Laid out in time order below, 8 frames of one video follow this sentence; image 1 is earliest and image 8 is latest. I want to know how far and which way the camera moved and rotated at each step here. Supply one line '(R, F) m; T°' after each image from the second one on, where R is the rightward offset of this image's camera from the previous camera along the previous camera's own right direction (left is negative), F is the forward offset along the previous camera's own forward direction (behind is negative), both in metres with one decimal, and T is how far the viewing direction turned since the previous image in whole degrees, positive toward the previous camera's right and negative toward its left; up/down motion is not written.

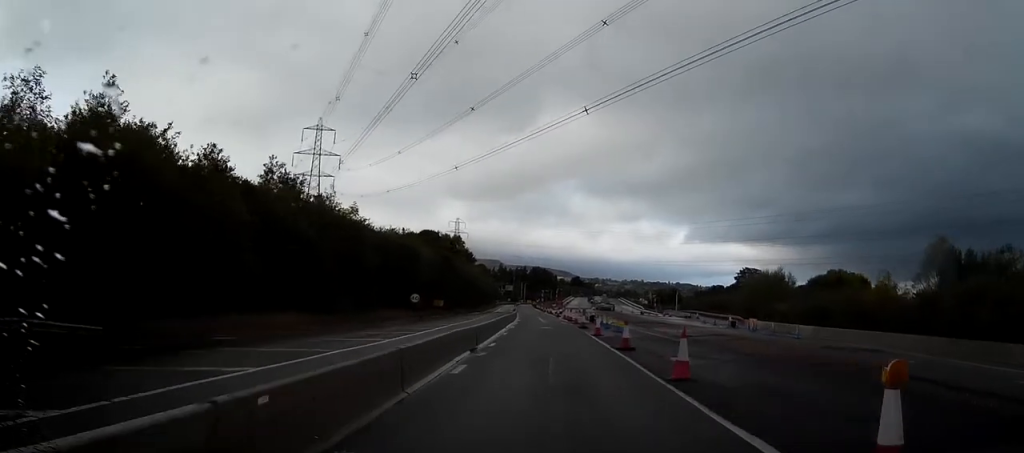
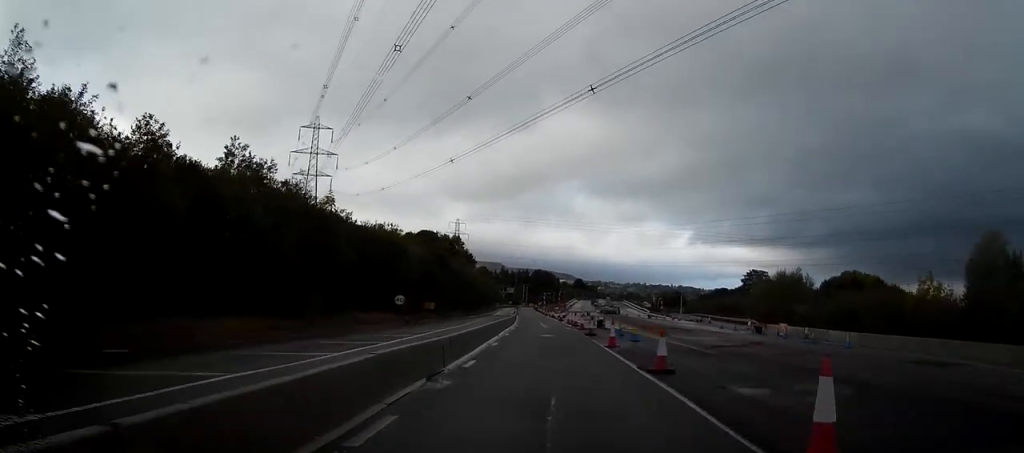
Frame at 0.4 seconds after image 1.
(0.0, +7.0) m; +1°
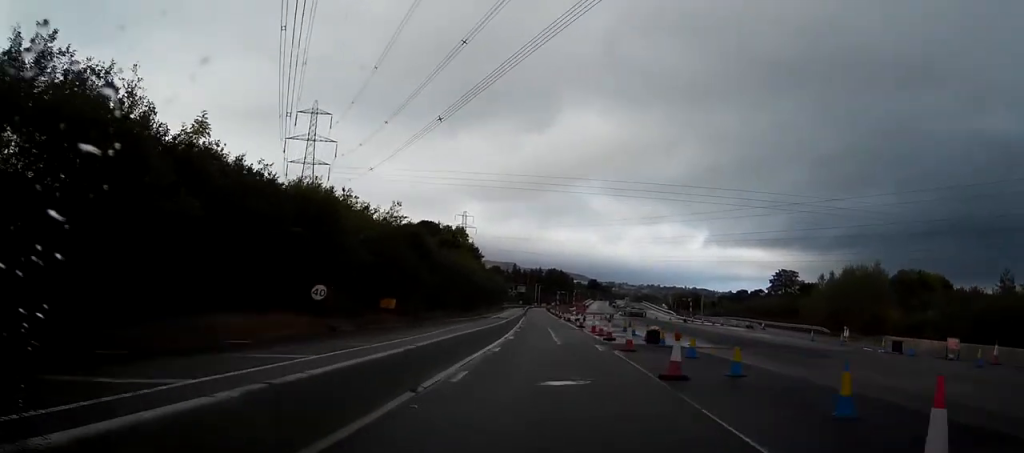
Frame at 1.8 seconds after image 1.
(+0.2, +21.5) m; 0°
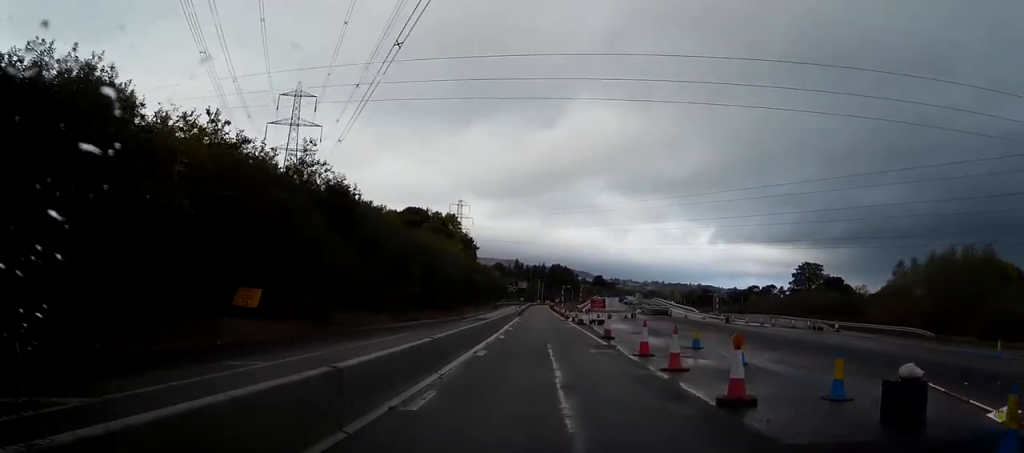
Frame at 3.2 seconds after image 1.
(-0.5, +22.2) m; -2°
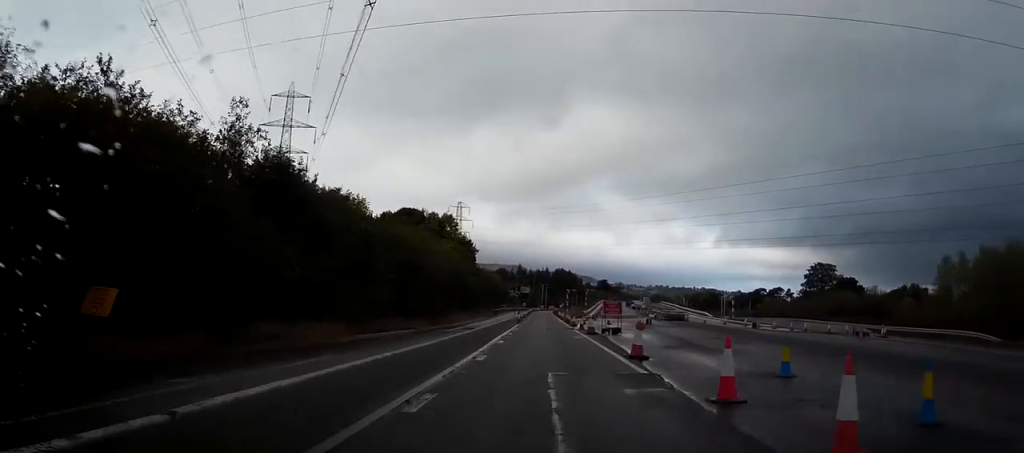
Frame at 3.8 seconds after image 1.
(-0.1, +9.3) m; 0°
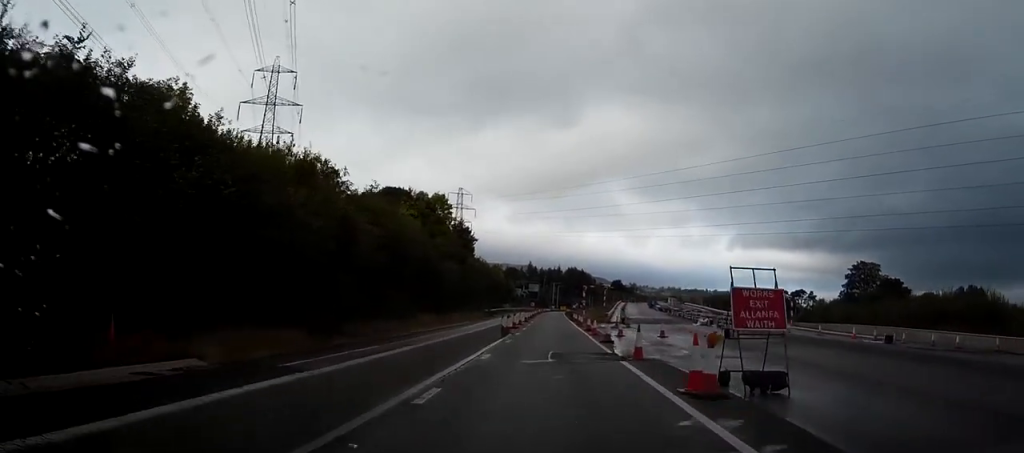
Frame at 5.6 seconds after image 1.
(0.0, +27.2) m; -1°
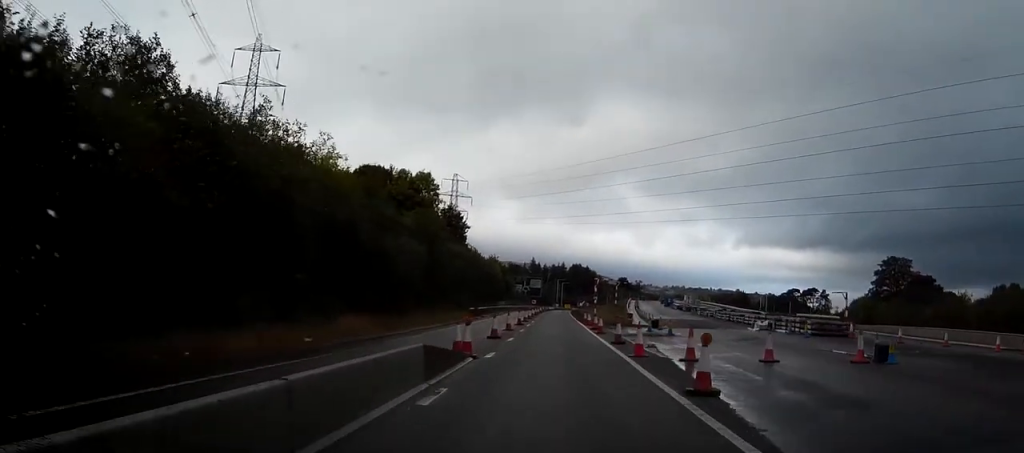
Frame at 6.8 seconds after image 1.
(-0.1, +19.1) m; 0°
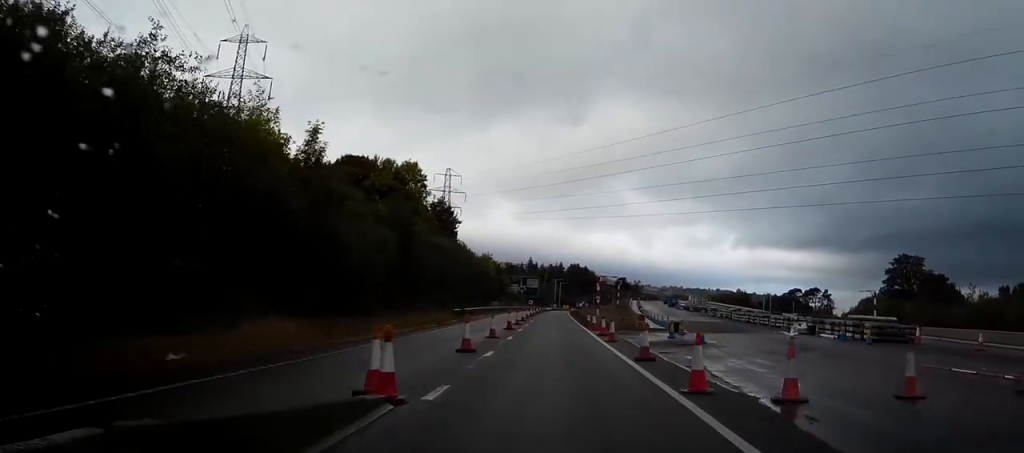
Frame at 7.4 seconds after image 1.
(+0.1, +8.8) m; 0°
